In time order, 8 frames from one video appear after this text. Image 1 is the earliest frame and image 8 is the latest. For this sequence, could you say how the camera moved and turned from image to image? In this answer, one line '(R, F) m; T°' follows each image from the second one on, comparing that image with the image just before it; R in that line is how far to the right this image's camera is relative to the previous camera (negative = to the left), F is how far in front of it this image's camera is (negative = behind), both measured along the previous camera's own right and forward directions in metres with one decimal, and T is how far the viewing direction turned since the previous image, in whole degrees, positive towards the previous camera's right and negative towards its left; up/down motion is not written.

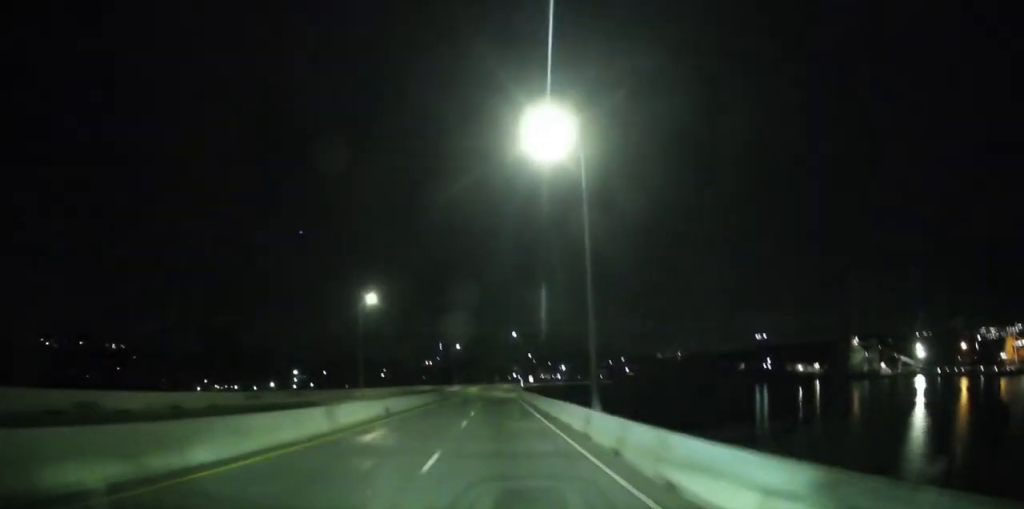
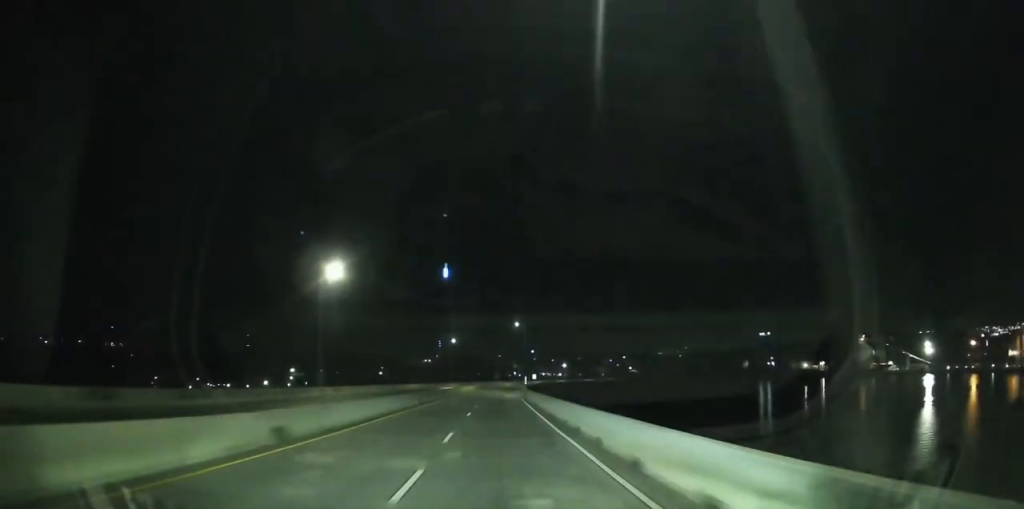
(-0.2, +16.2) m; 0°
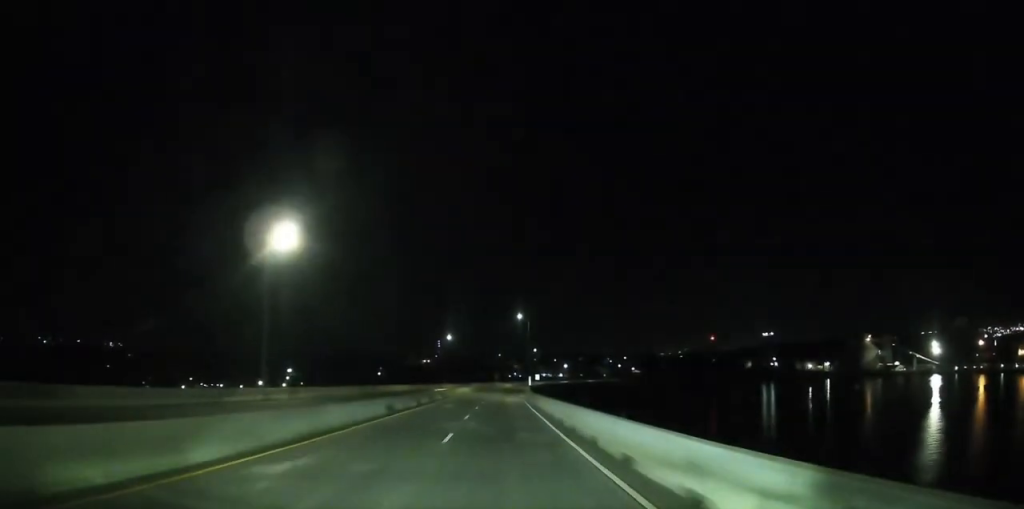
(0.0, +13.3) m; 0°
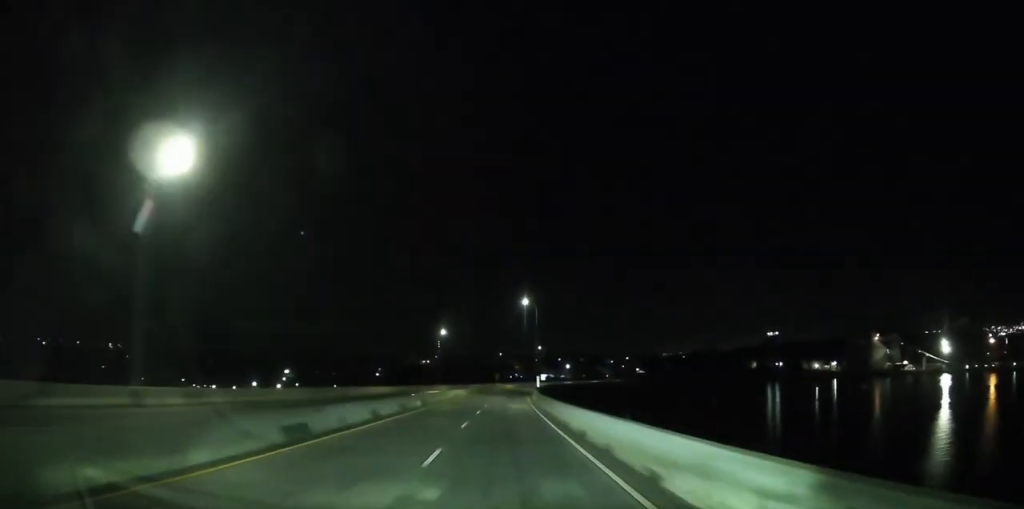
(+0.2, +16.1) m; +1°
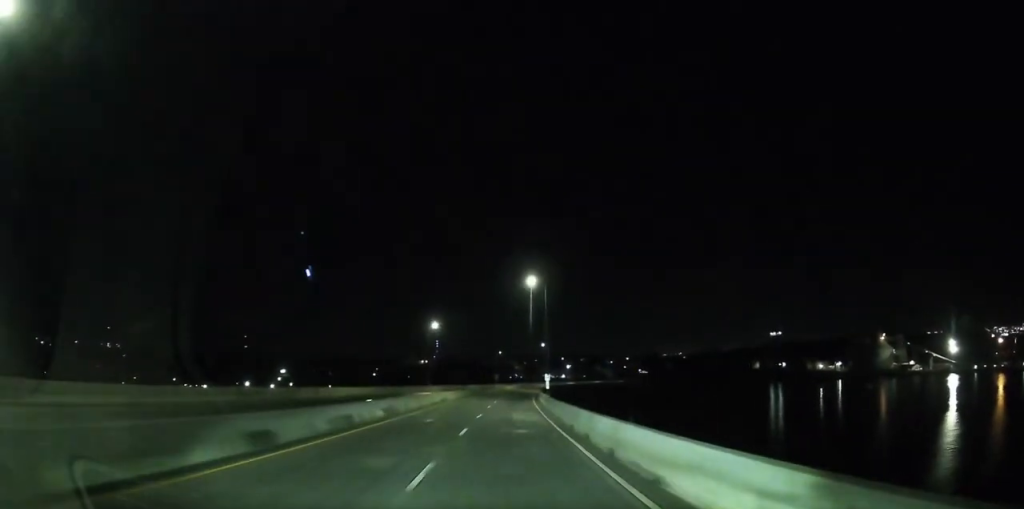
(+0.1, +14.0) m; -1°
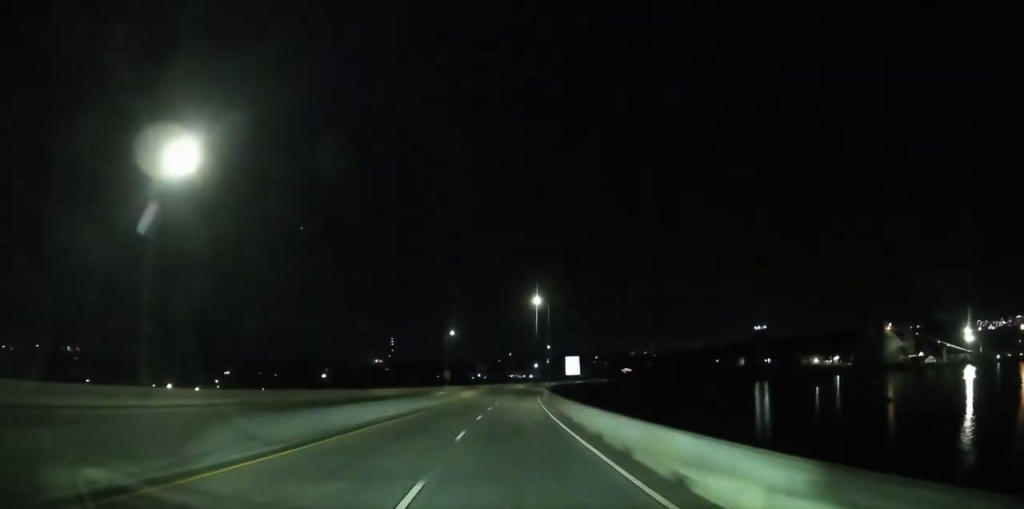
(-0.3, +77.2) m; +2°
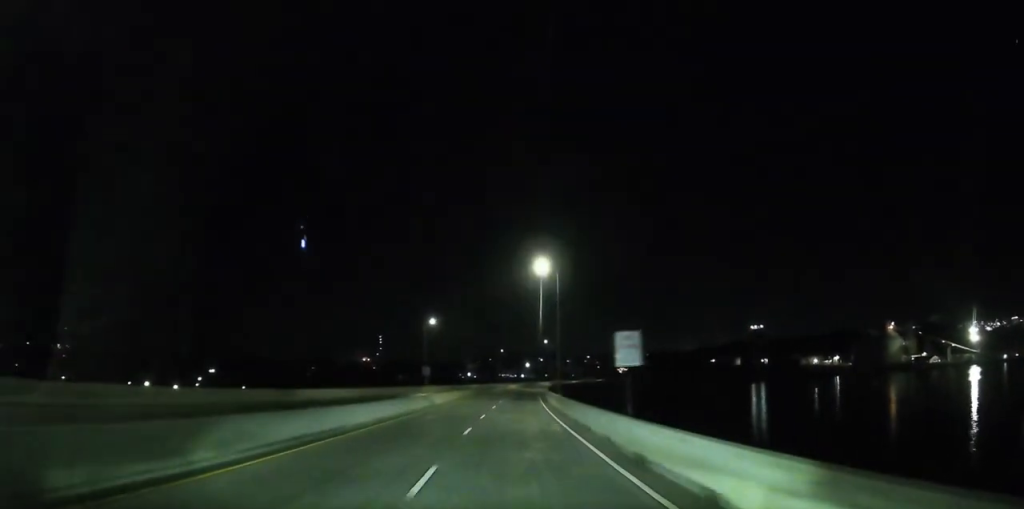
(-0.2, +19.5) m; 0°
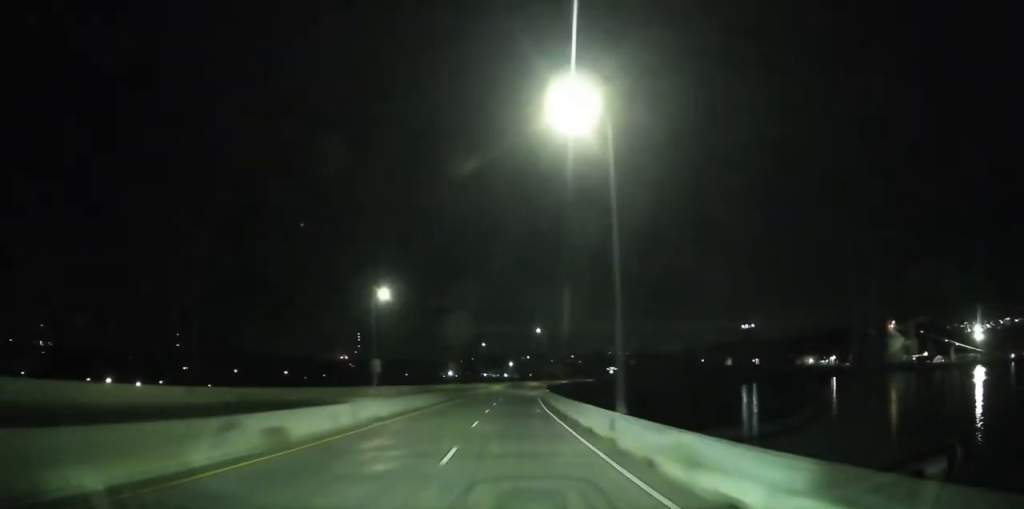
(-0.1, +28.1) m; +1°
